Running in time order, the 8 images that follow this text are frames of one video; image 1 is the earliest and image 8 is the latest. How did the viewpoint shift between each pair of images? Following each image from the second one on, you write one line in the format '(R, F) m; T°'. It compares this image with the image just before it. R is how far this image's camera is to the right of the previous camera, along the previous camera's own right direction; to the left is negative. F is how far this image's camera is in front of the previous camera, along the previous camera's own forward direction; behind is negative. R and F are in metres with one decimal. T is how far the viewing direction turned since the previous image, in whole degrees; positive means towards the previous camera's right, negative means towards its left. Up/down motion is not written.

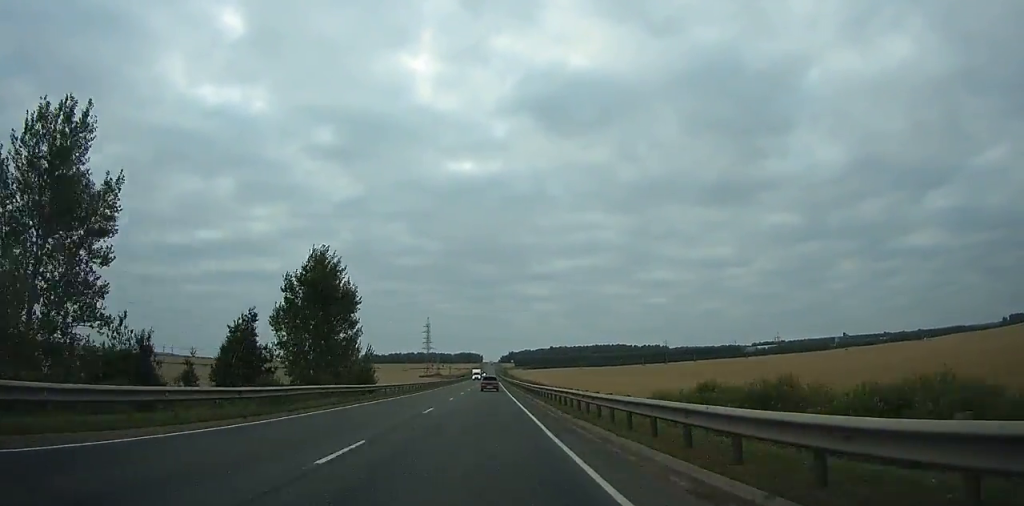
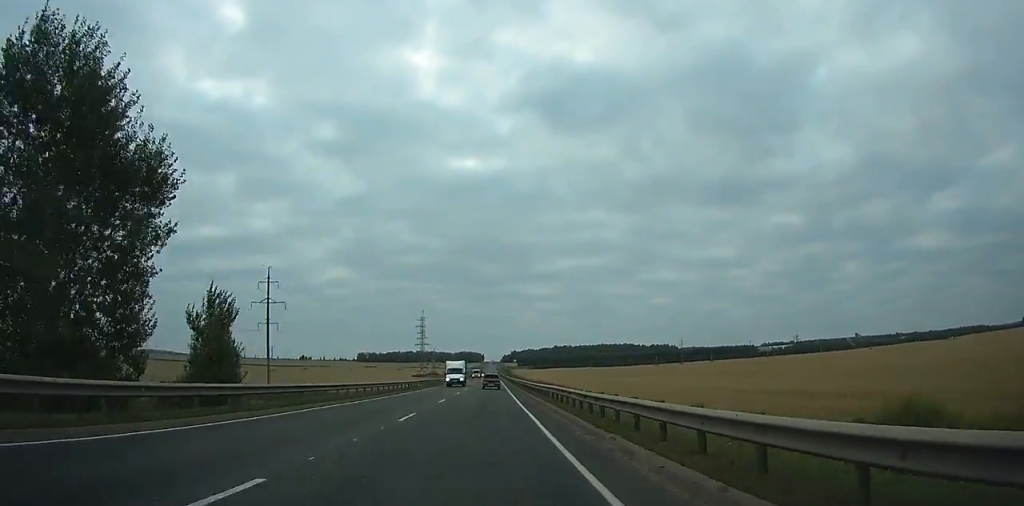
(0.0, +40.1) m; 0°
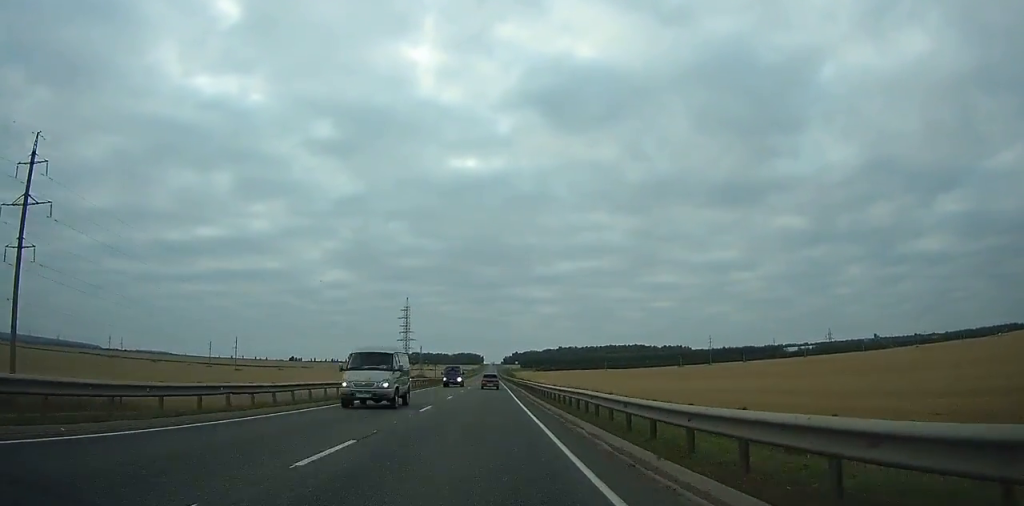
(+0.1, +67.2) m; 0°
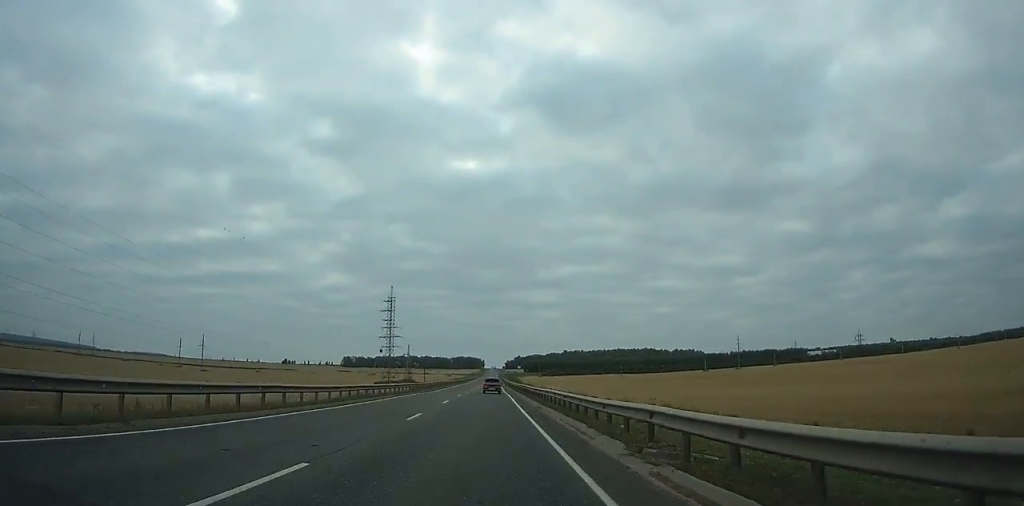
(-0.1, +49.3) m; 0°
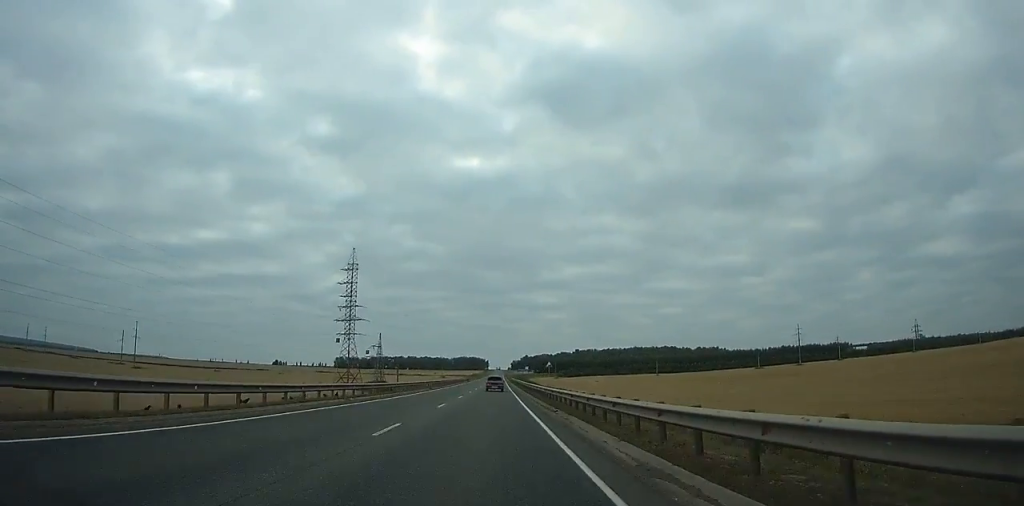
(-0.1, +75.8) m; 0°
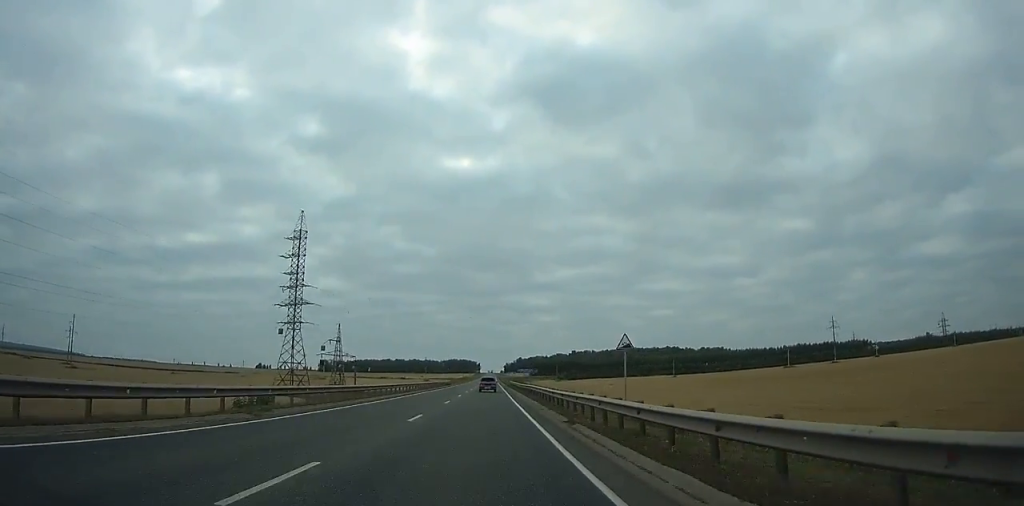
(+0.2, +44.3) m; 0°
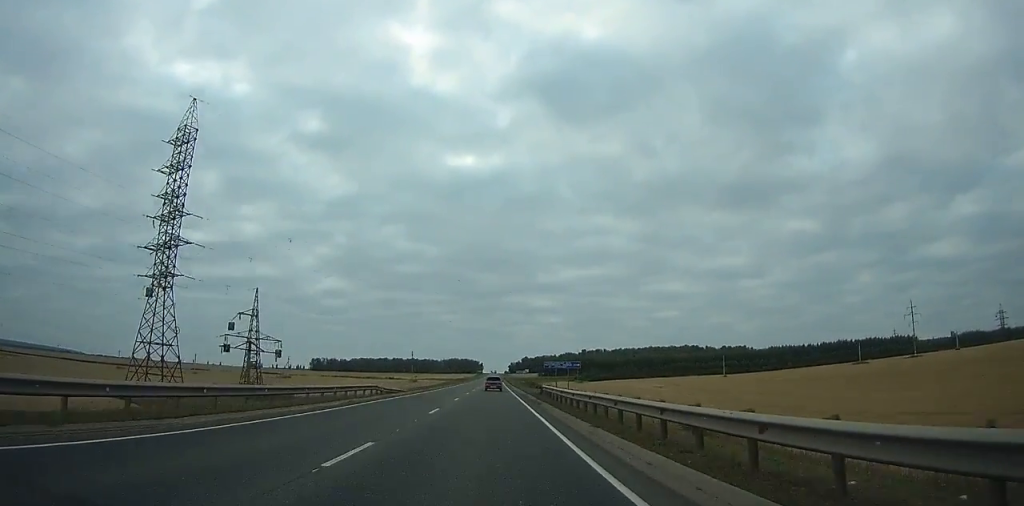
(+0.1, +57.3) m; 0°
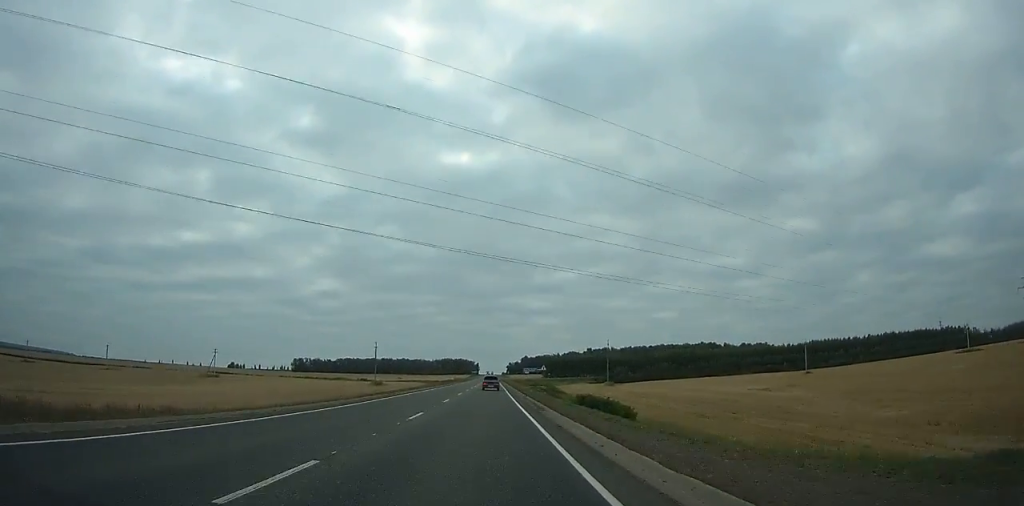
(0.0, +61.7) m; 0°
